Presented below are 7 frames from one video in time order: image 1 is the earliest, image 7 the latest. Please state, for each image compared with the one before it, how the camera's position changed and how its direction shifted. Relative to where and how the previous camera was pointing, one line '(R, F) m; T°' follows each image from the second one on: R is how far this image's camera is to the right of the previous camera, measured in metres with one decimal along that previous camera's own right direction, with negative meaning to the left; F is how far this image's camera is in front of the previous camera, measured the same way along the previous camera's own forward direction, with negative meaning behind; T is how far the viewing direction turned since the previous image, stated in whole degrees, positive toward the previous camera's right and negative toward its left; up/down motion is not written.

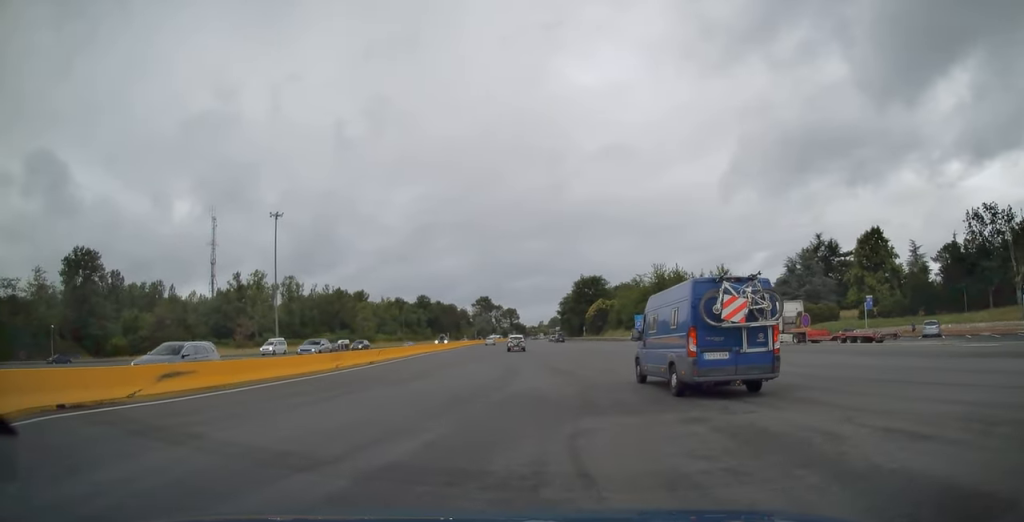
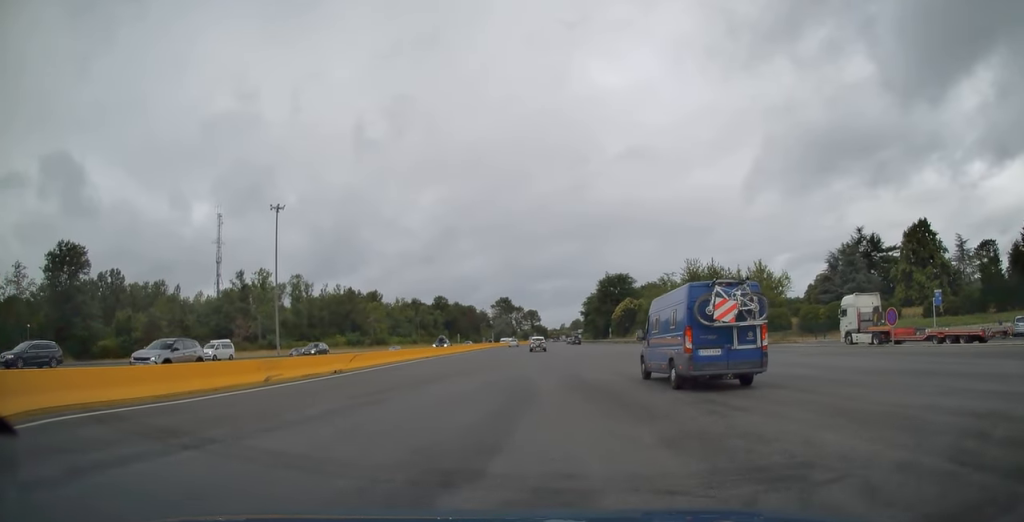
(-0.3, +9.9) m; -3°
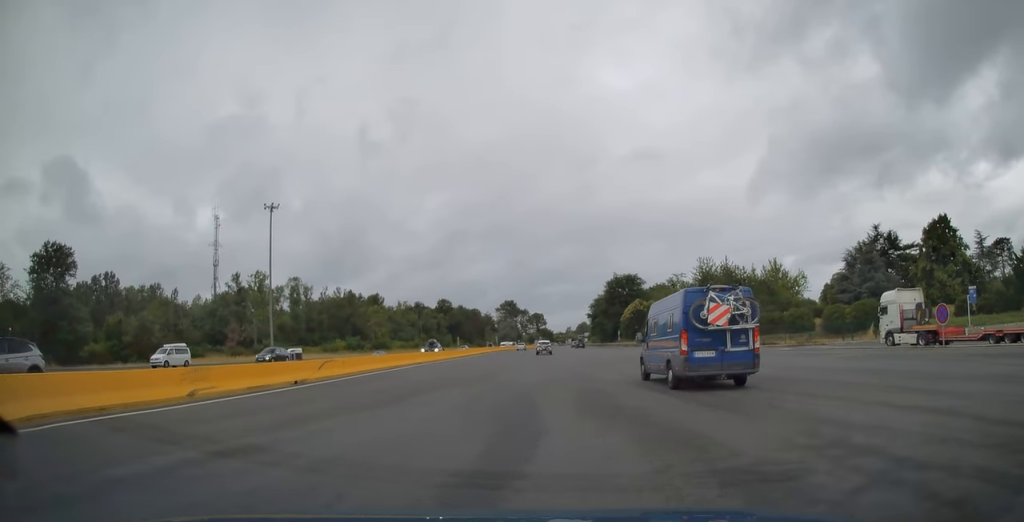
(-0.1, +5.1) m; -1°
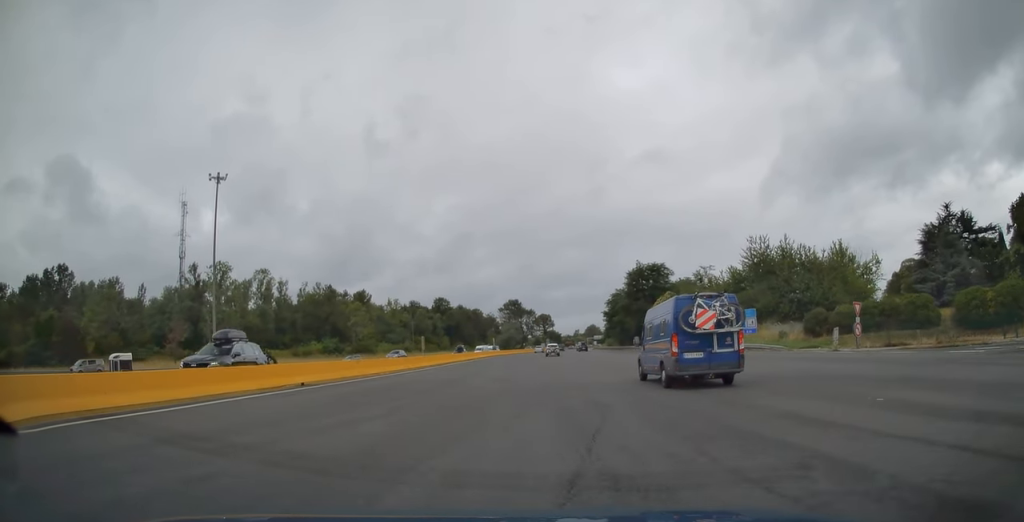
(-0.7, +22.6) m; -3°
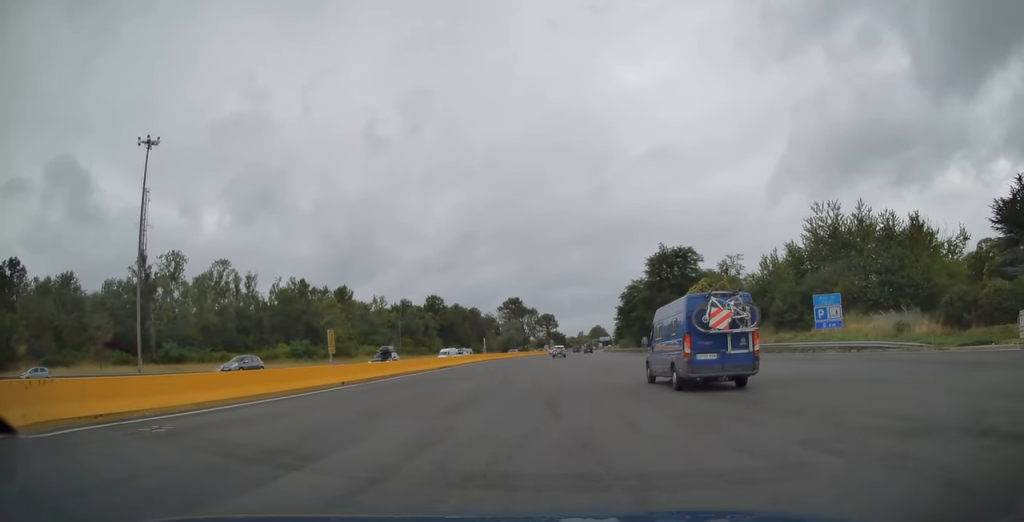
(-0.3, +19.3) m; -1°
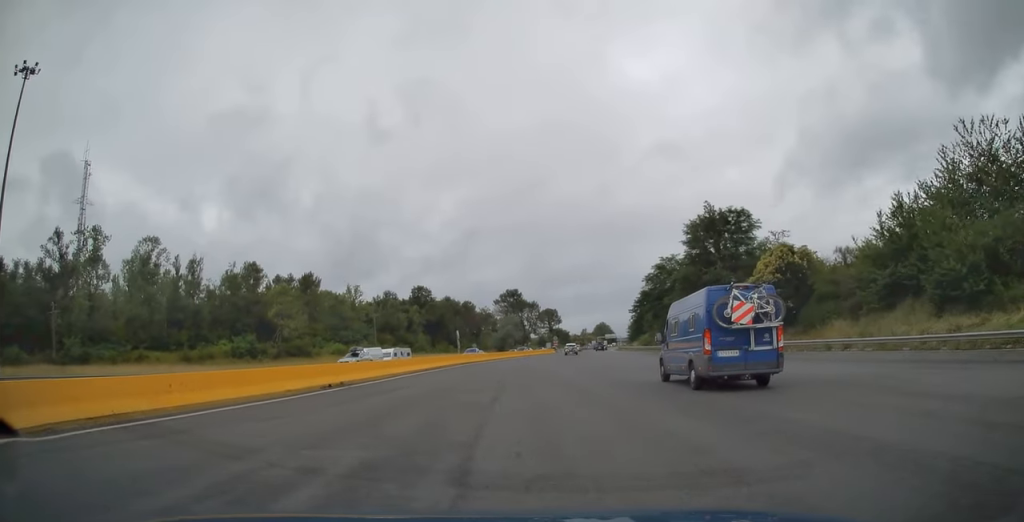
(+0.1, +25.2) m; 0°
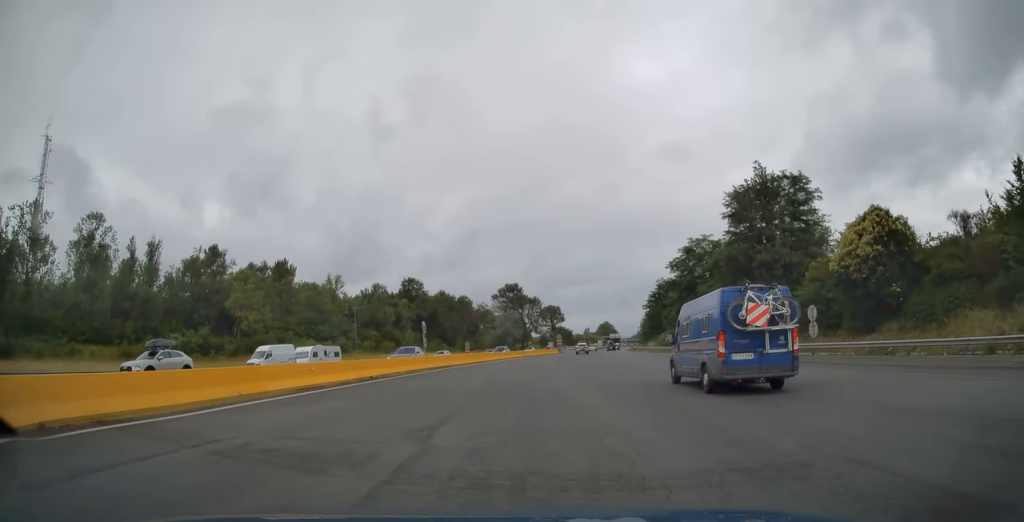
(-0.2, +16.0) m; 0°
